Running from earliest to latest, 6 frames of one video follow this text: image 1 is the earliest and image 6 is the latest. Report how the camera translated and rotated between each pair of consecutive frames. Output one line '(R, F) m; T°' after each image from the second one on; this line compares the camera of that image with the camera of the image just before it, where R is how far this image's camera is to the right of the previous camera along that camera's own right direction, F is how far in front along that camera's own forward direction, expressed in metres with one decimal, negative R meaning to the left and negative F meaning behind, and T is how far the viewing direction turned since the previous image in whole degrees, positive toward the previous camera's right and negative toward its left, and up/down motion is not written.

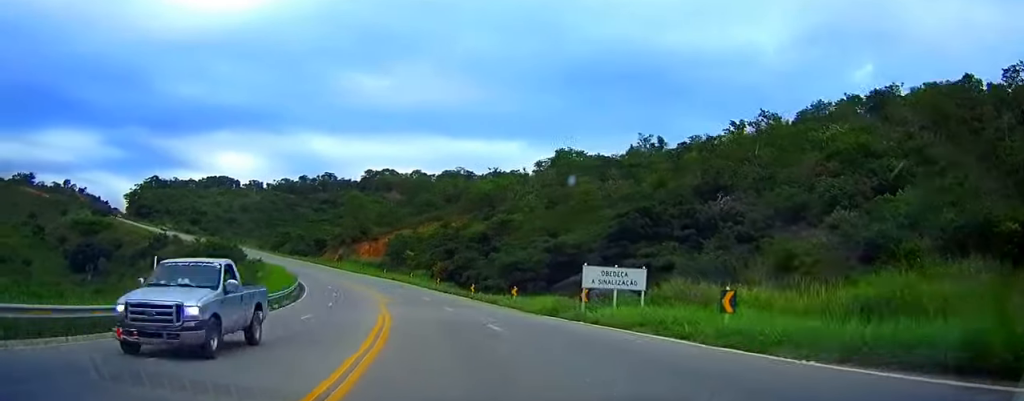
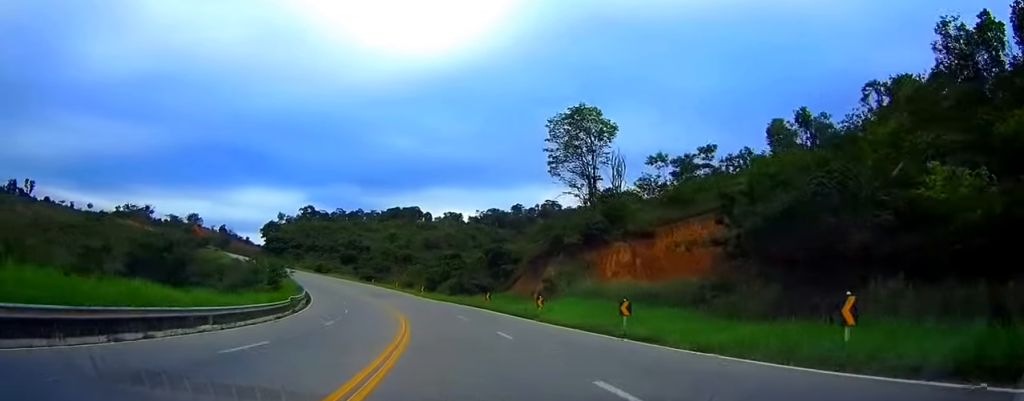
(-17.3, +92.9) m; -20°
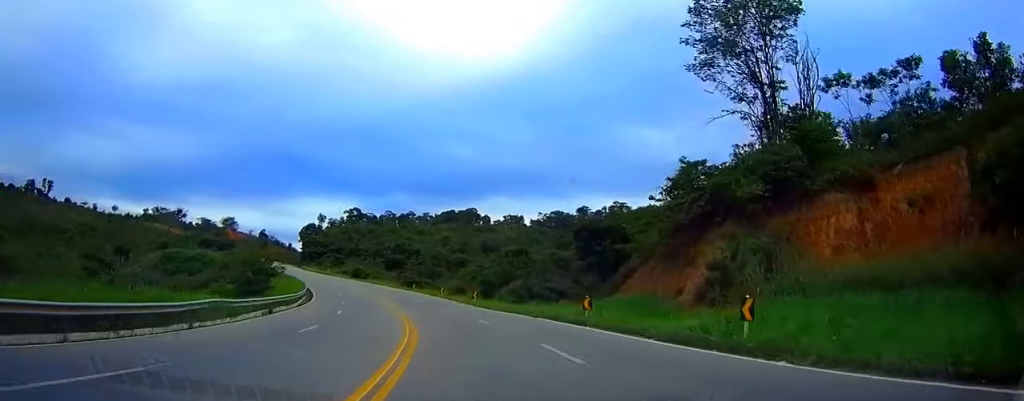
(-1.2, +25.6) m; -5°
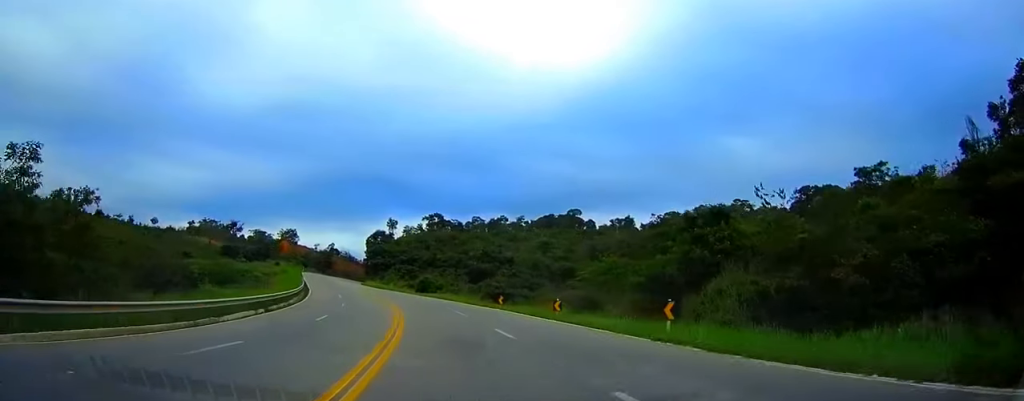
(-2.6, +41.3) m; -8°
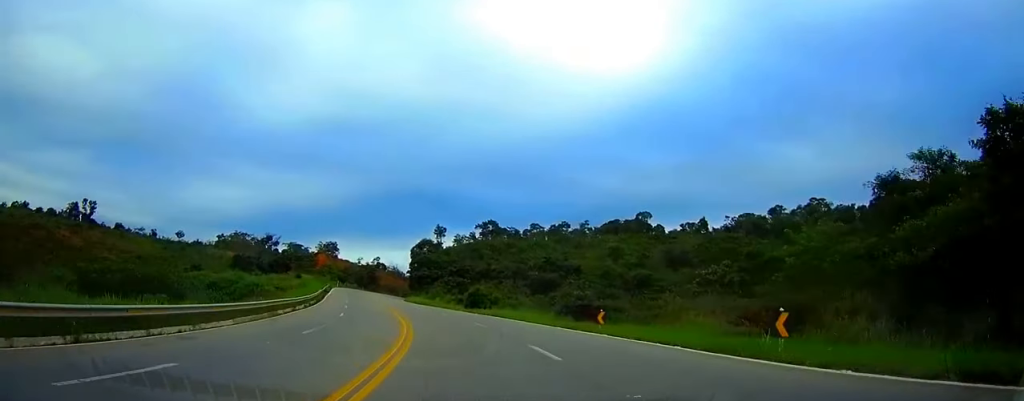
(-1.1, +22.5) m; -5°
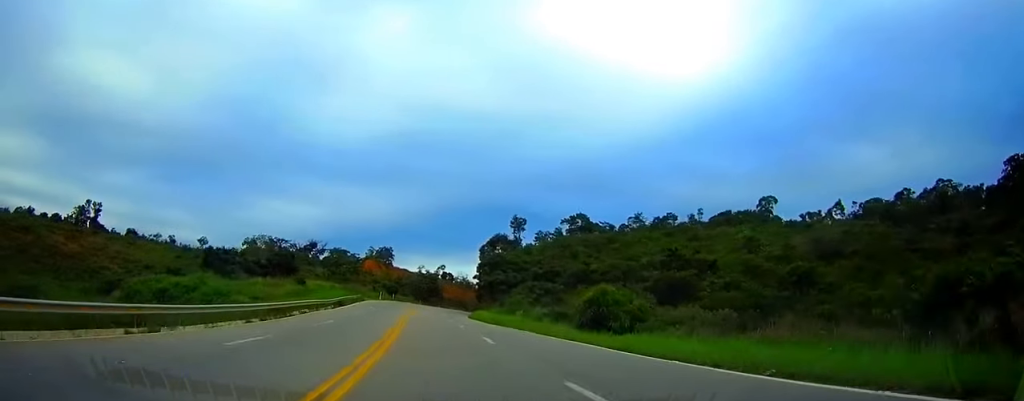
(-2.5, +40.2) m; -7°
